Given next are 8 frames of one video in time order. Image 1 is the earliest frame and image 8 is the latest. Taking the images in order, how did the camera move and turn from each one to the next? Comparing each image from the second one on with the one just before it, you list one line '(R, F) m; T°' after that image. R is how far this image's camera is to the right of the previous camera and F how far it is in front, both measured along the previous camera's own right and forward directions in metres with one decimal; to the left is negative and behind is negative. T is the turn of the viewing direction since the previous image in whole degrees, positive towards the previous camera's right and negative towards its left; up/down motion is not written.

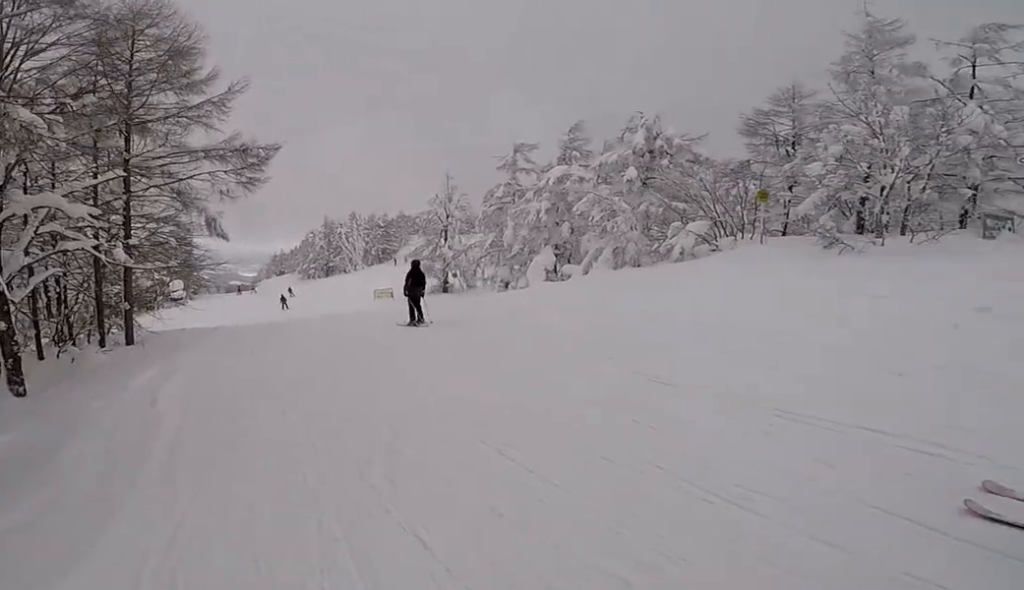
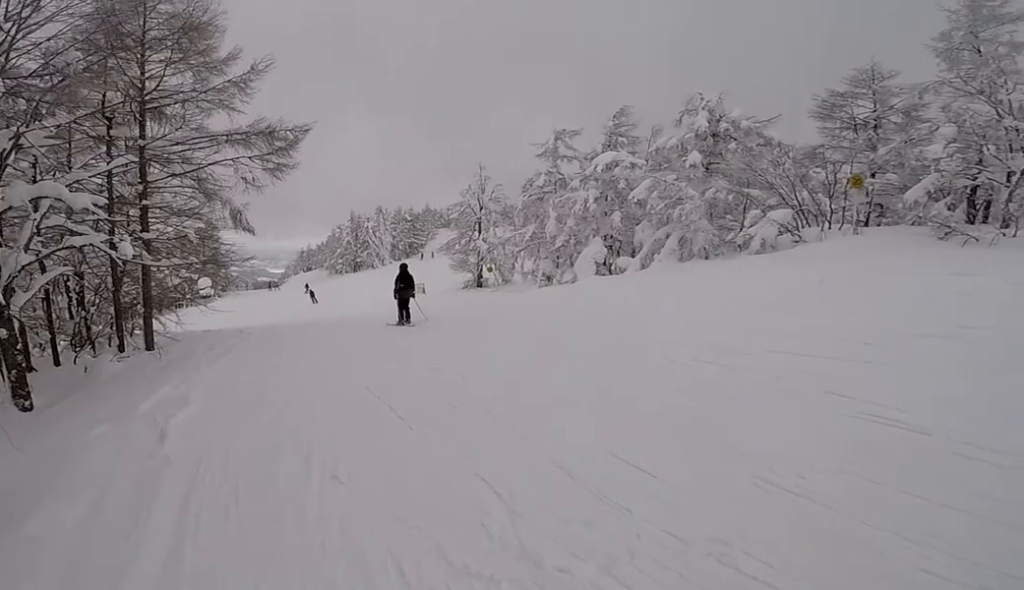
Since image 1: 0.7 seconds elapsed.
(0.0, +2.5) m; +10°
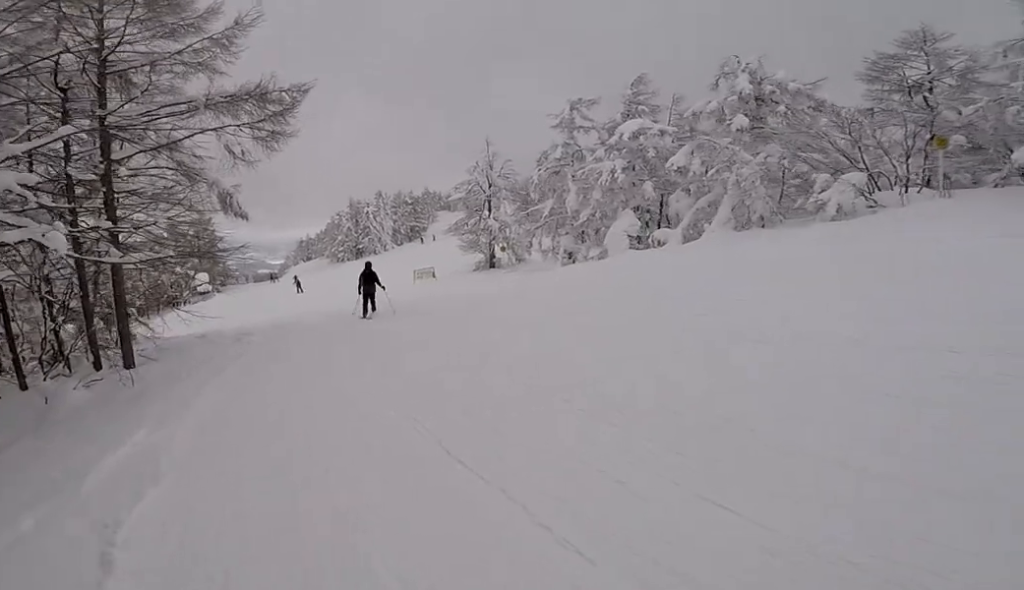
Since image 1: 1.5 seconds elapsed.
(+0.4, +3.4) m; +9°
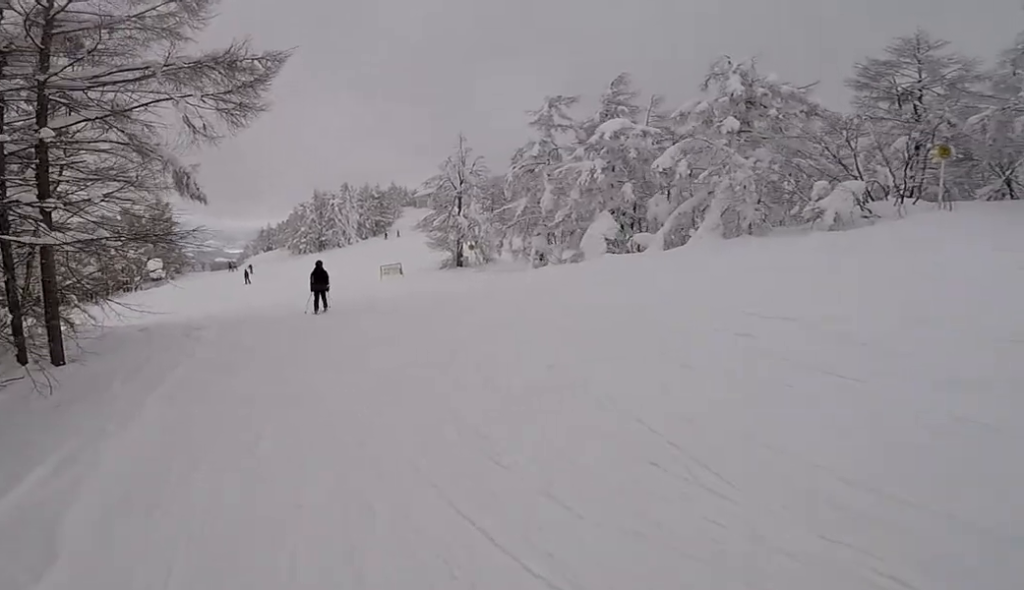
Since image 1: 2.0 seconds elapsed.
(+0.4, +1.8) m; +2°
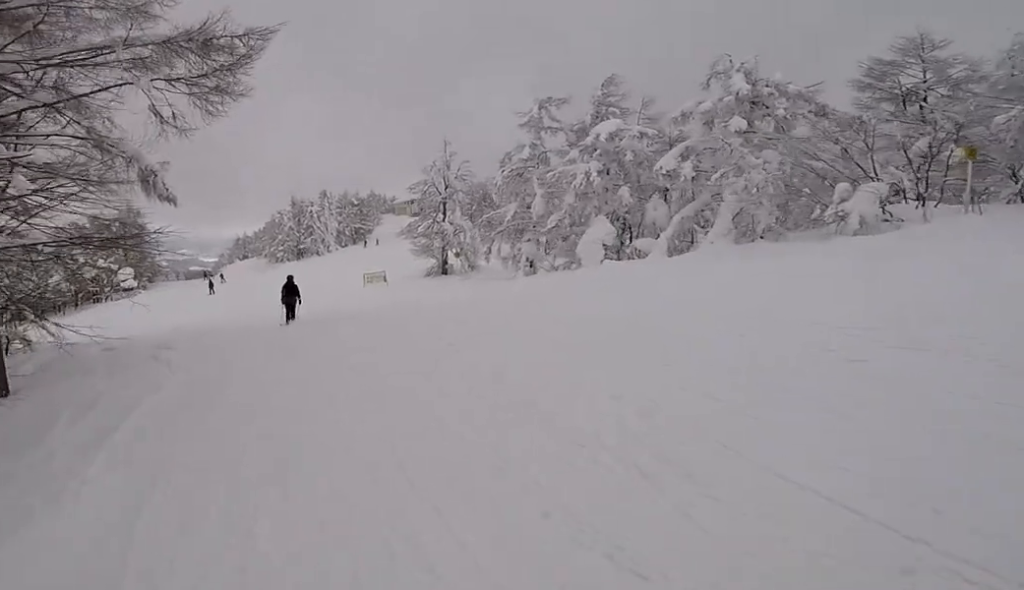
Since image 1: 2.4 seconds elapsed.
(-0.1, +1.8) m; -5°
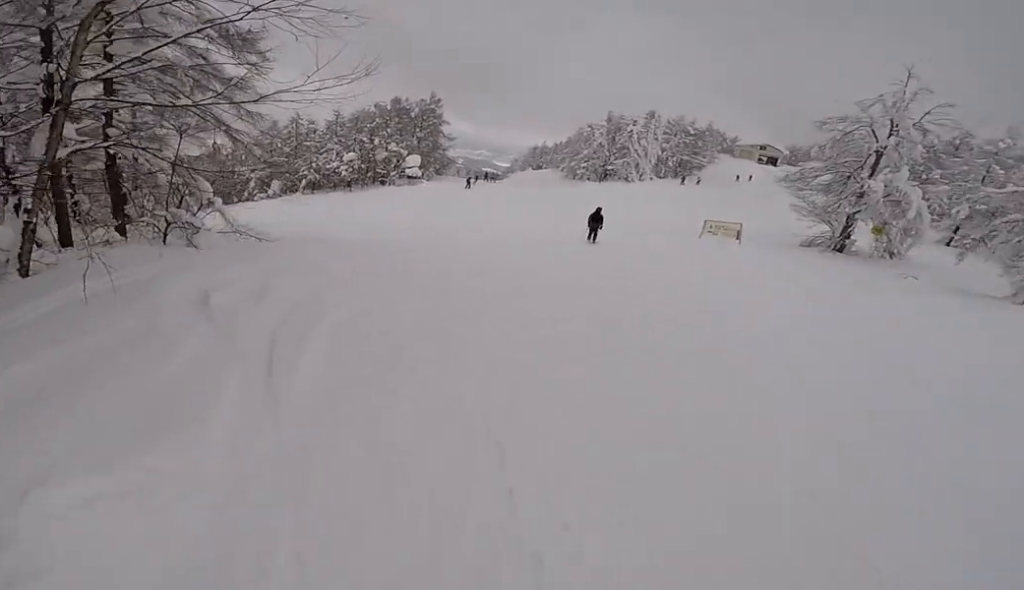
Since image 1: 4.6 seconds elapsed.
(-3.9, +9.4) m; -35°
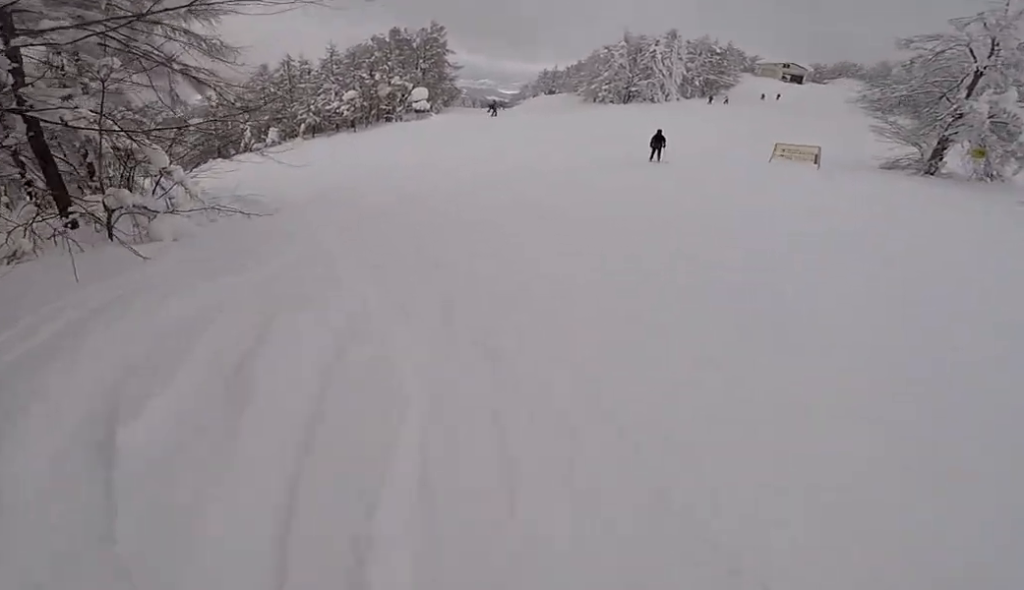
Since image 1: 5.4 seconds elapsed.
(-0.3, +4.4) m; -6°
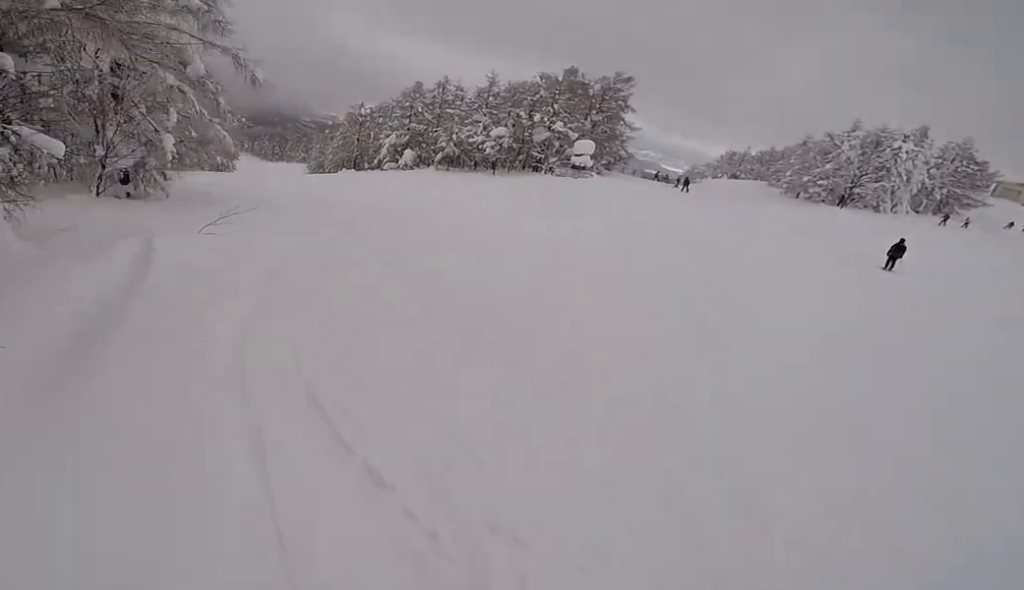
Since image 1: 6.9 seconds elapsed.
(-1.6, +8.8) m; -11°
